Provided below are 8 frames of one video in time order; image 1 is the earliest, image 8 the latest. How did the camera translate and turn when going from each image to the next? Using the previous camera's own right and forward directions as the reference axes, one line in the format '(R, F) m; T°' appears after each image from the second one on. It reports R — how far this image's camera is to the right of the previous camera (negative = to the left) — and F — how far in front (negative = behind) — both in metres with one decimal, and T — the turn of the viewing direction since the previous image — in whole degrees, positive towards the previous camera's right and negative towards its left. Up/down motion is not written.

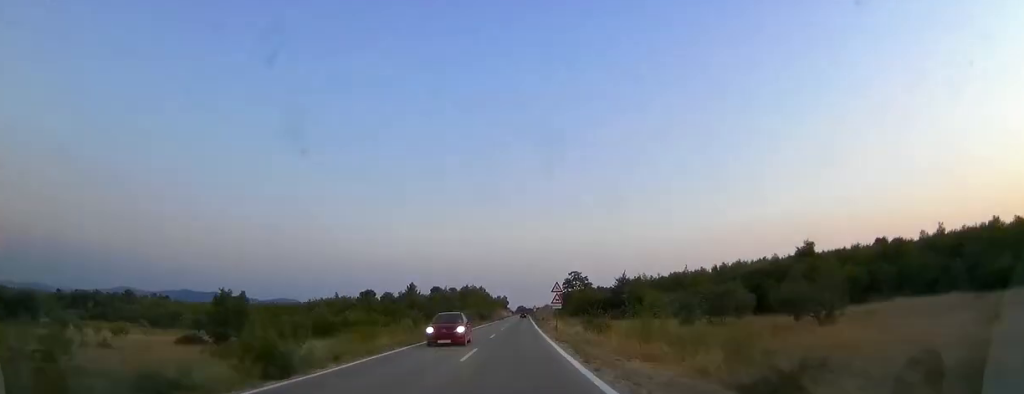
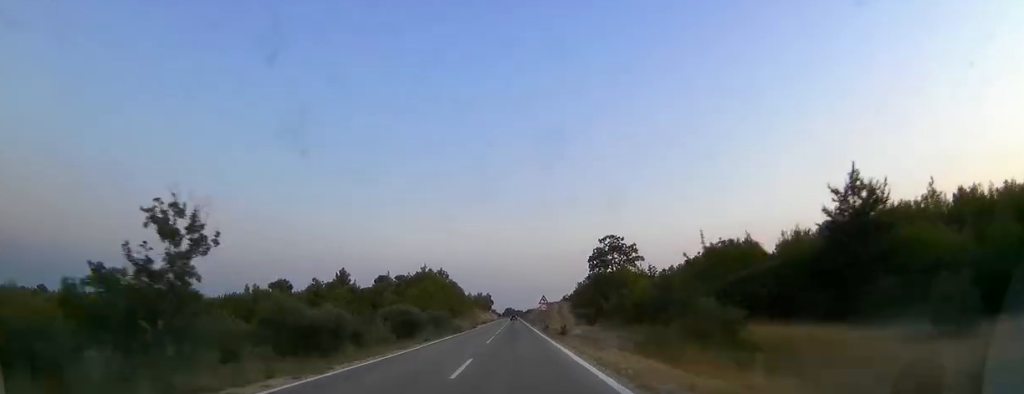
(+0.8, +63.0) m; +1°
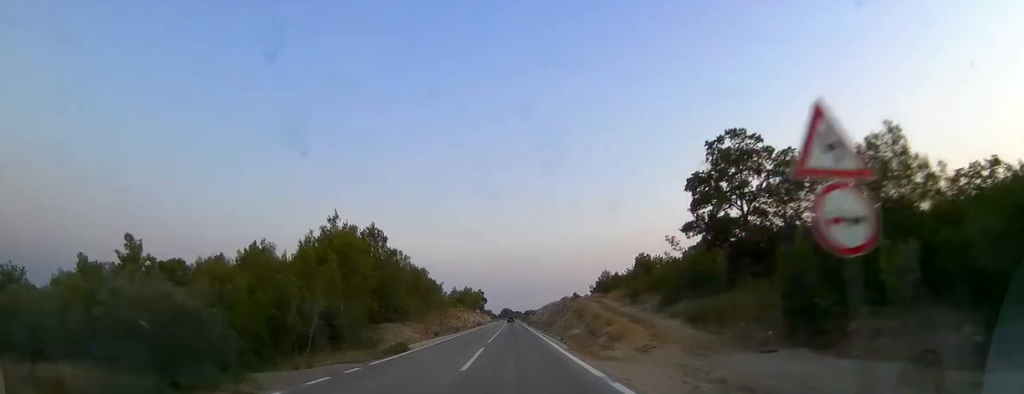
(+0.3, +42.3) m; 0°
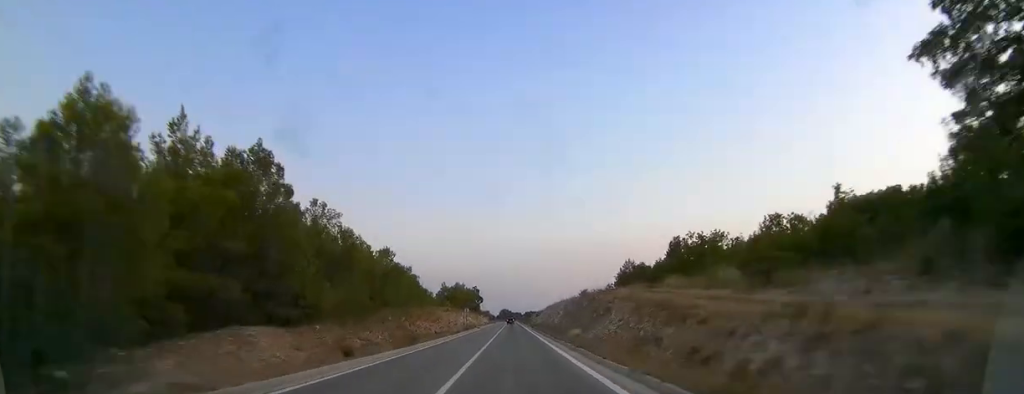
(+0.2, +21.8) m; -1°
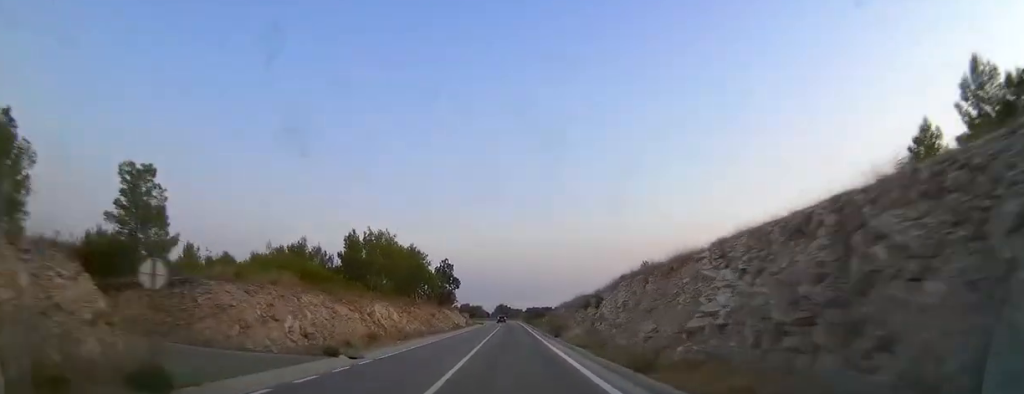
(-2.2, +69.1) m; -3°
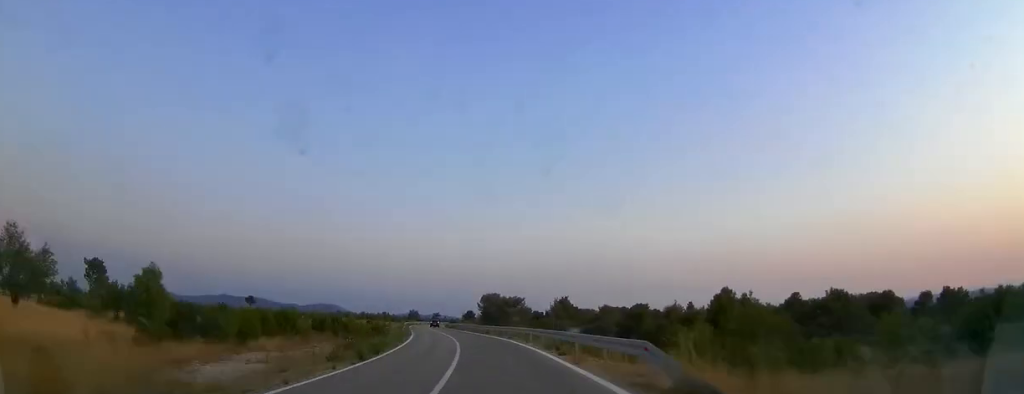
(-0.6, +119.2) m; 0°
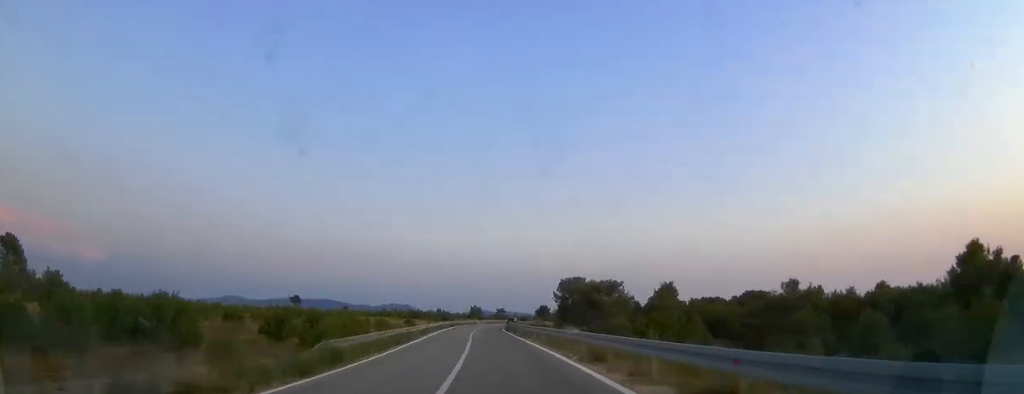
(0.0, +35.8) m; 0°
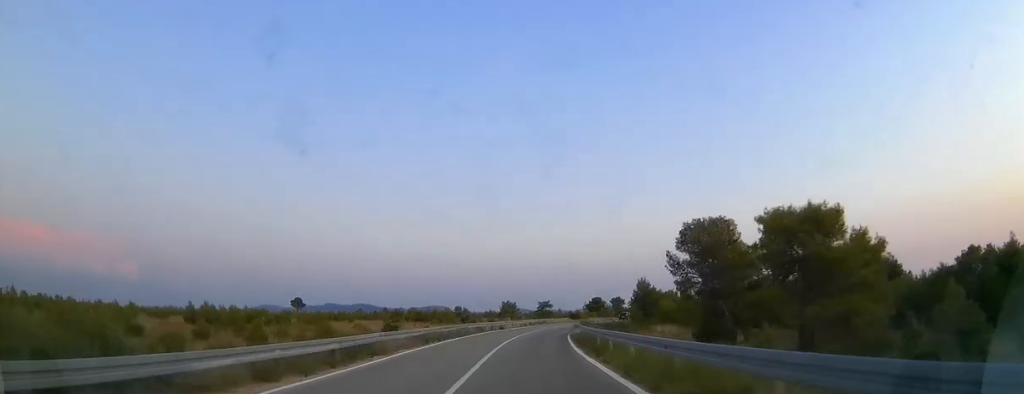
(+0.1, +44.8) m; -4°
